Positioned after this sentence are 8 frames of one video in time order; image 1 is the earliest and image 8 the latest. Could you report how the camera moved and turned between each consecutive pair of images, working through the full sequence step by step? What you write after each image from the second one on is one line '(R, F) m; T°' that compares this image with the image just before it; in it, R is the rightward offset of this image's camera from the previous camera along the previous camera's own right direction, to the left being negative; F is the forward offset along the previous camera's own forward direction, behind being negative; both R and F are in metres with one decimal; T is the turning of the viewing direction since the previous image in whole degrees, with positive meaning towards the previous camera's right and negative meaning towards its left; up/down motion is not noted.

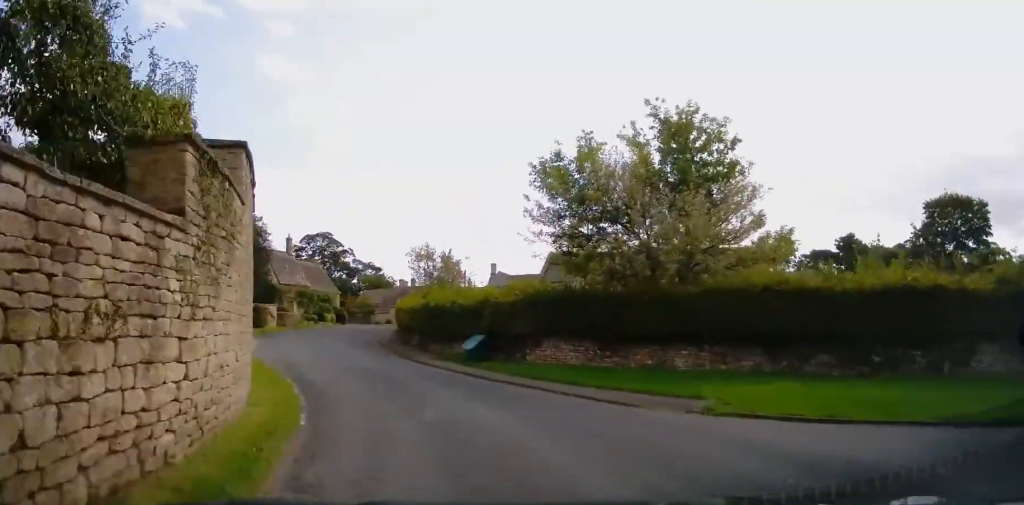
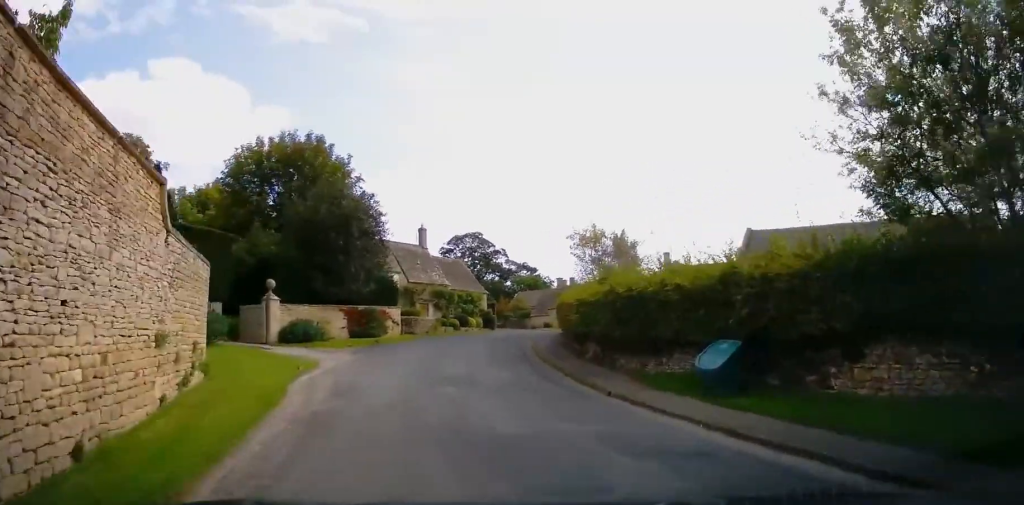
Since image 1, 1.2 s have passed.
(-0.8, +11.1) m; -12°
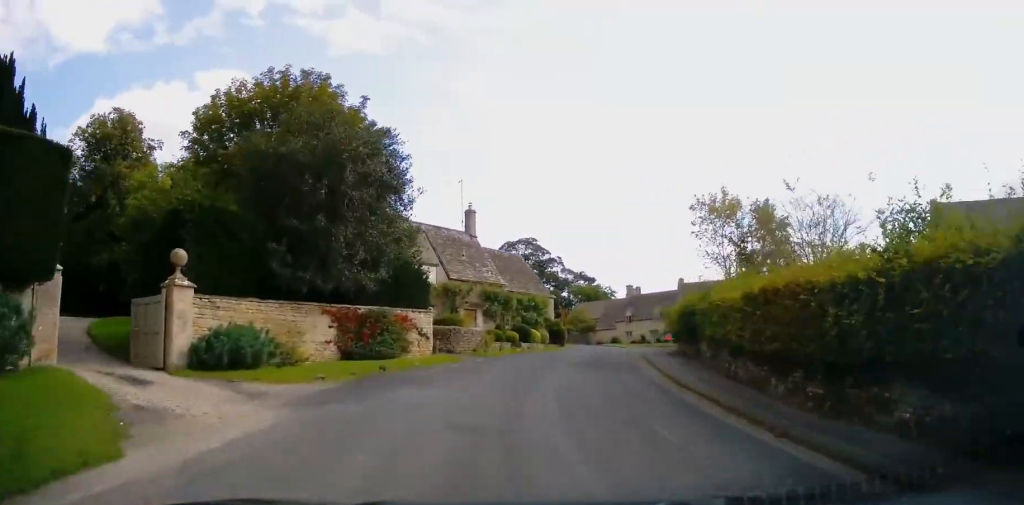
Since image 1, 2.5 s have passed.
(-1.7, +12.9) m; -7°
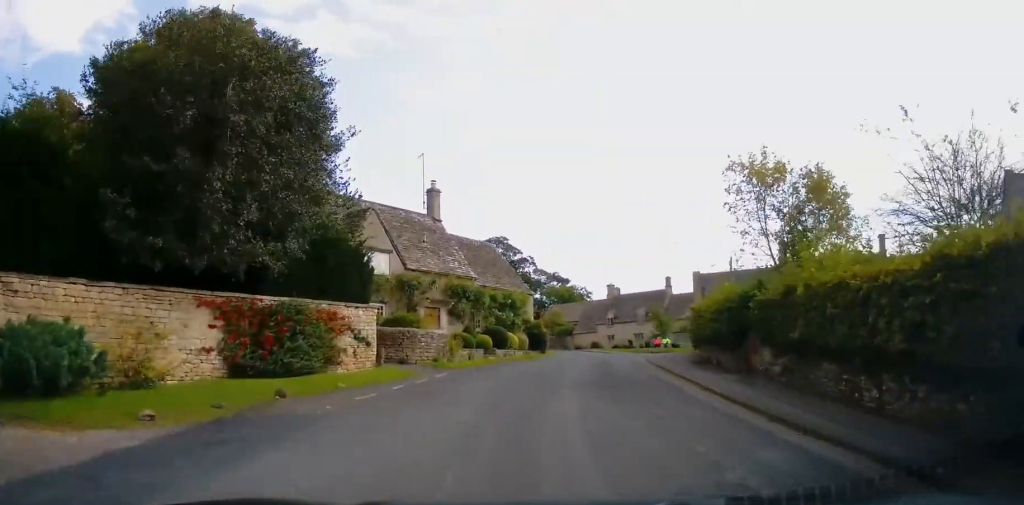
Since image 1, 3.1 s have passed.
(+0.4, +6.6) m; +2°
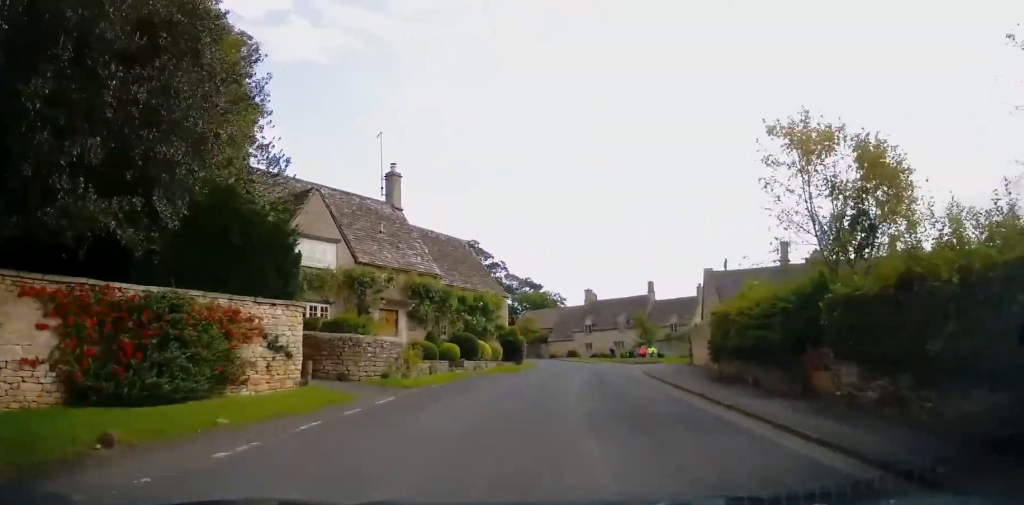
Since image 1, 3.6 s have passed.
(+0.1, +4.6) m; +1°
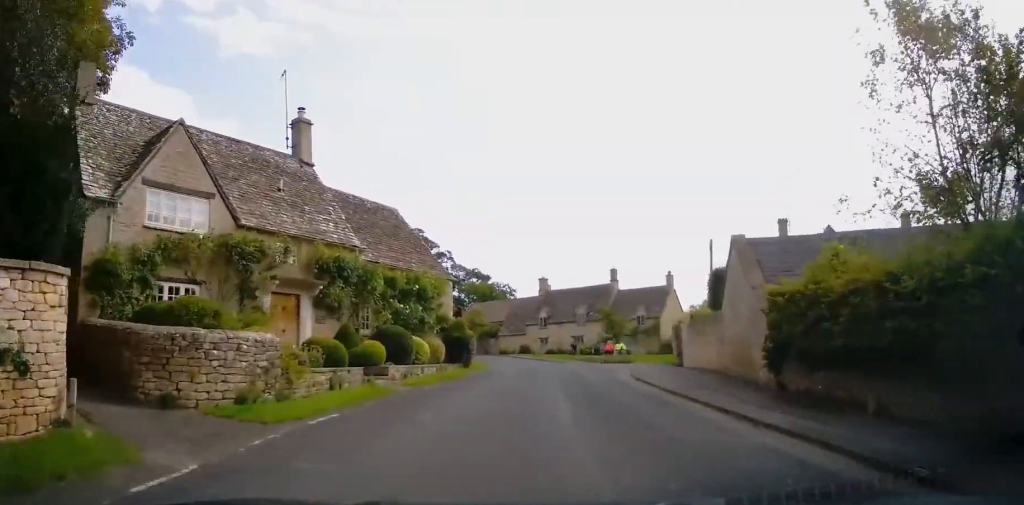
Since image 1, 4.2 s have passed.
(-0.2, +6.7) m; +3°
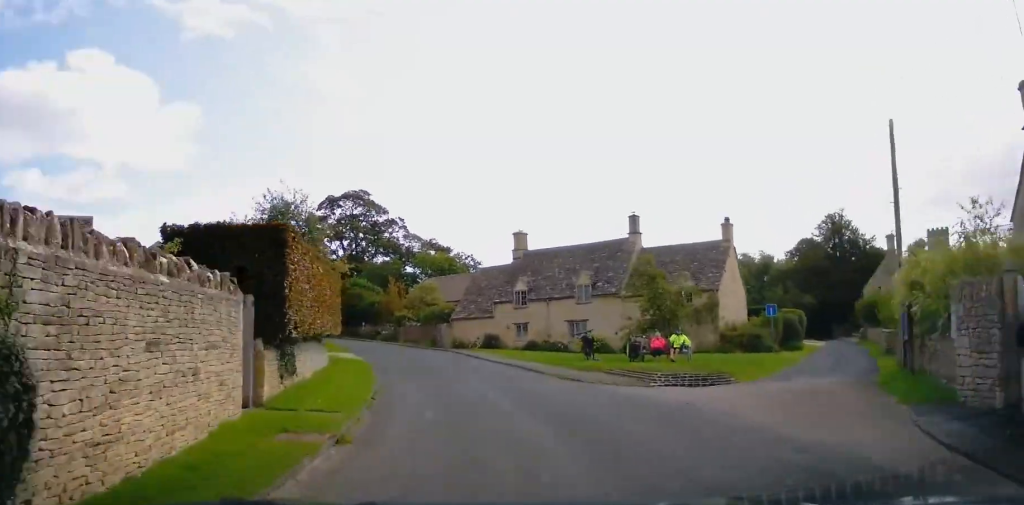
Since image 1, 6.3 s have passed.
(+1.9, +22.3) m; +6°
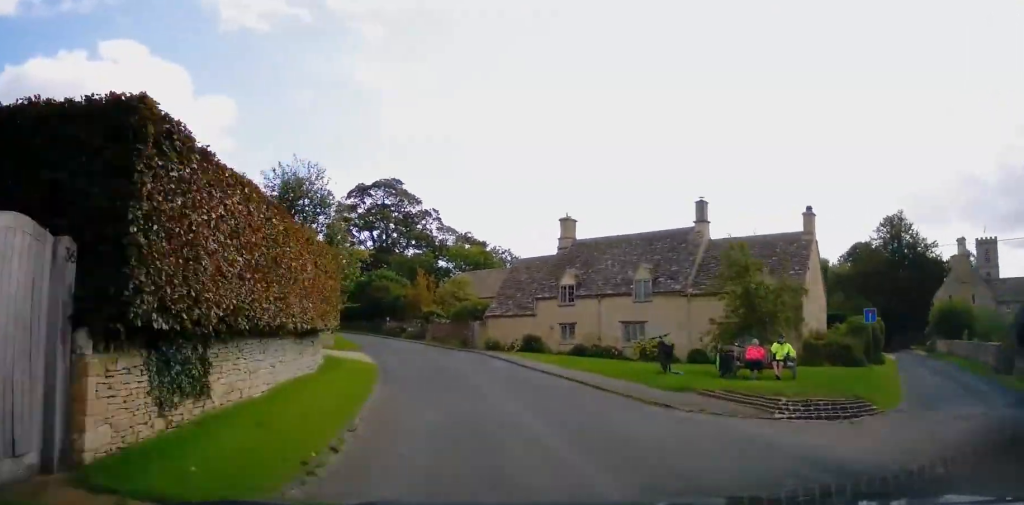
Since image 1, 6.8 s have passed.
(0.0, +5.5) m; -1°
